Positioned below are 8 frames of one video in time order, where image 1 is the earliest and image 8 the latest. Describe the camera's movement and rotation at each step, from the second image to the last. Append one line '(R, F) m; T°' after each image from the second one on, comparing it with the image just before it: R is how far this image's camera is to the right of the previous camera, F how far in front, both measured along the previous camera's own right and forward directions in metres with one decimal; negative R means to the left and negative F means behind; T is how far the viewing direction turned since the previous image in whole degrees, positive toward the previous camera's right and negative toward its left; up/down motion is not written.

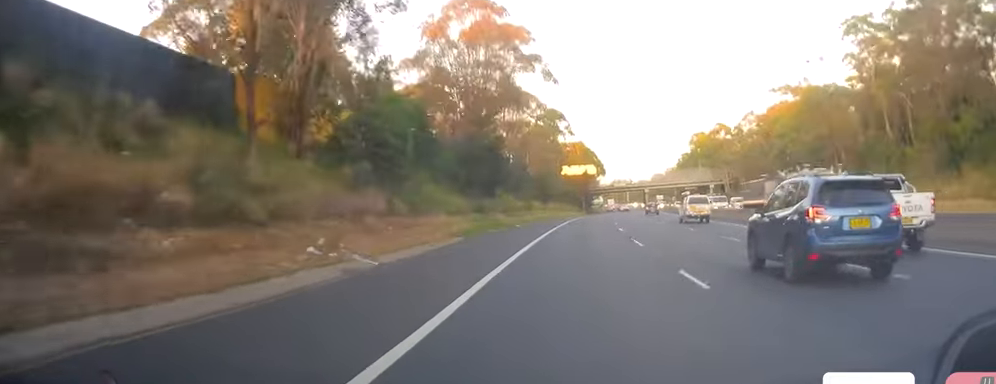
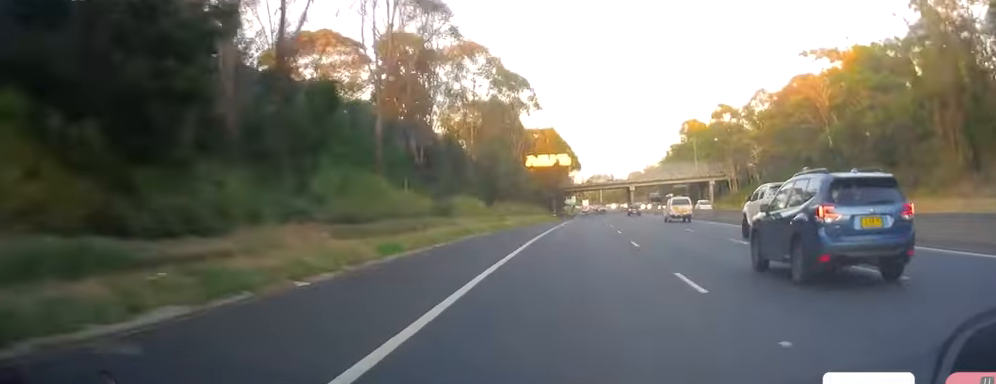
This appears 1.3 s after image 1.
(+0.4, +36.2) m; +2°
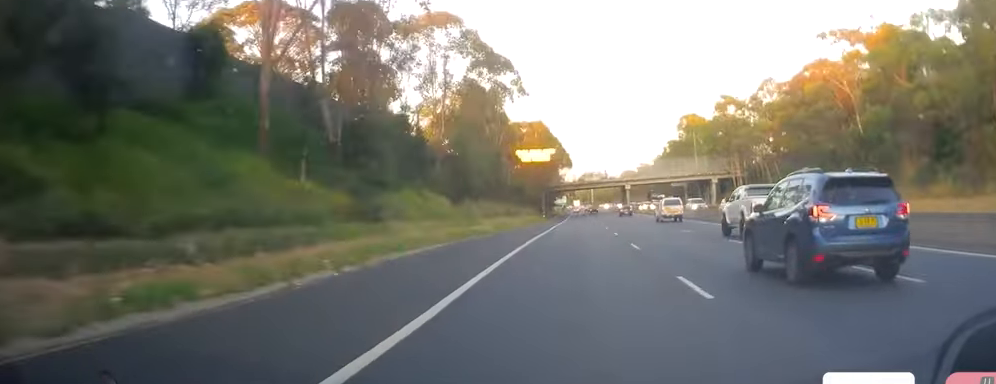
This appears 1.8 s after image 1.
(0.0, +12.5) m; +1°
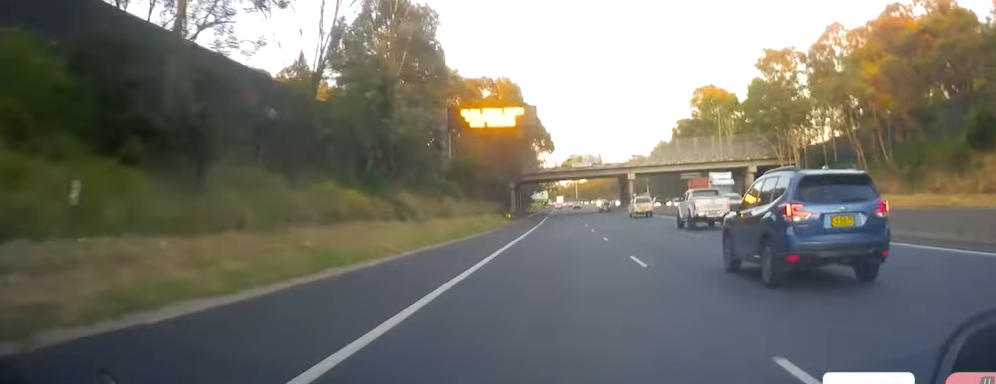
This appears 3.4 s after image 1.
(+1.0, +42.3) m; +2°
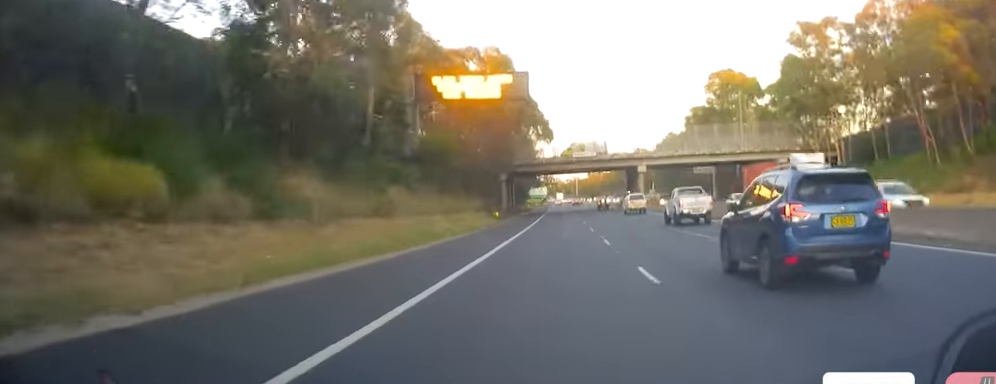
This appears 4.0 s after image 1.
(-0.1, +15.0) m; +1°
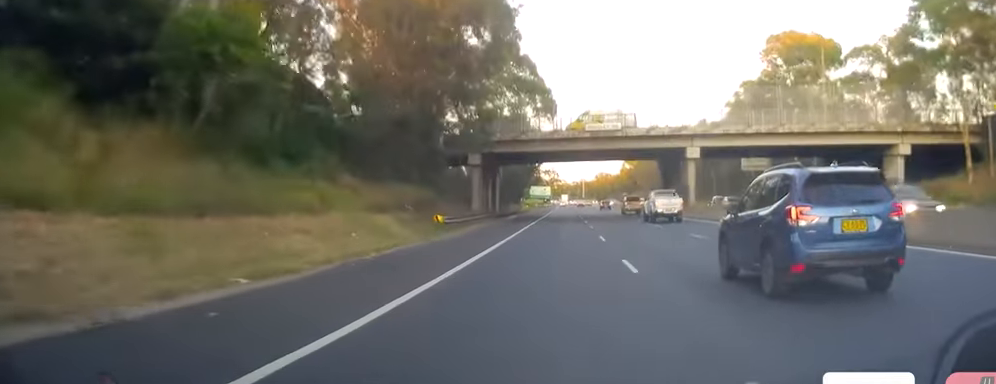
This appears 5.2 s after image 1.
(0.0, +33.6) m; -1°
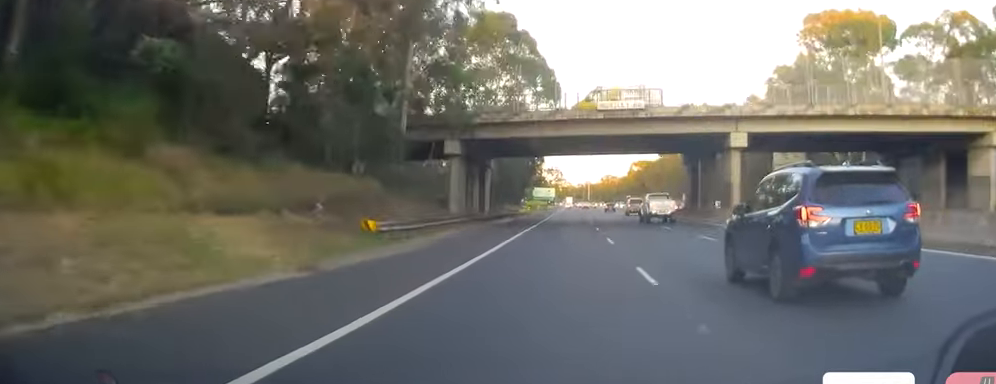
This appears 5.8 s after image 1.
(-0.6, +14.2) m; 0°
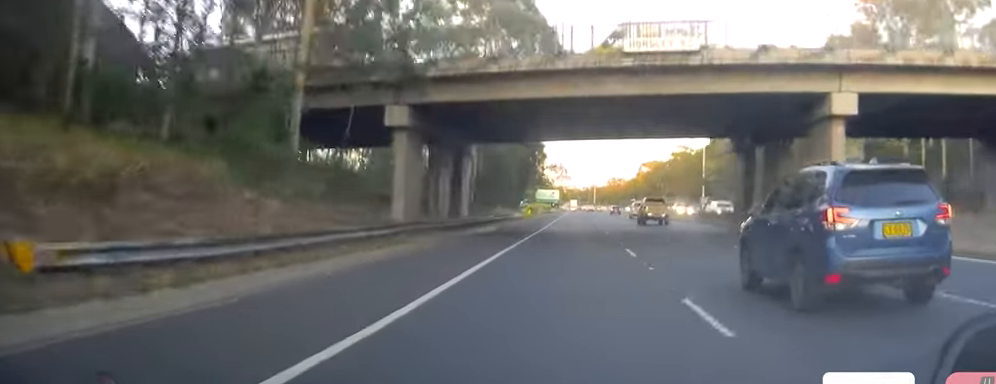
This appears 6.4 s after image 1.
(+0.4, +16.8) m; 0°
